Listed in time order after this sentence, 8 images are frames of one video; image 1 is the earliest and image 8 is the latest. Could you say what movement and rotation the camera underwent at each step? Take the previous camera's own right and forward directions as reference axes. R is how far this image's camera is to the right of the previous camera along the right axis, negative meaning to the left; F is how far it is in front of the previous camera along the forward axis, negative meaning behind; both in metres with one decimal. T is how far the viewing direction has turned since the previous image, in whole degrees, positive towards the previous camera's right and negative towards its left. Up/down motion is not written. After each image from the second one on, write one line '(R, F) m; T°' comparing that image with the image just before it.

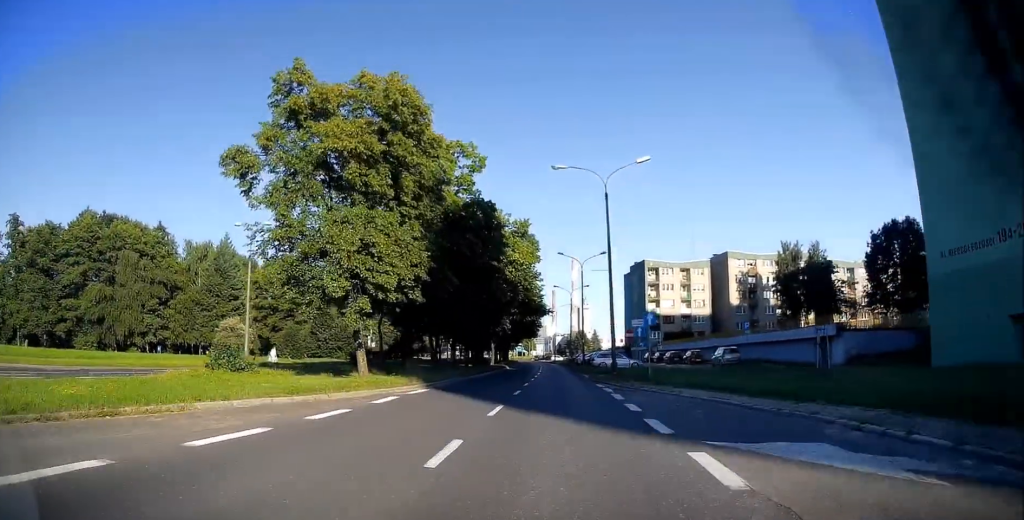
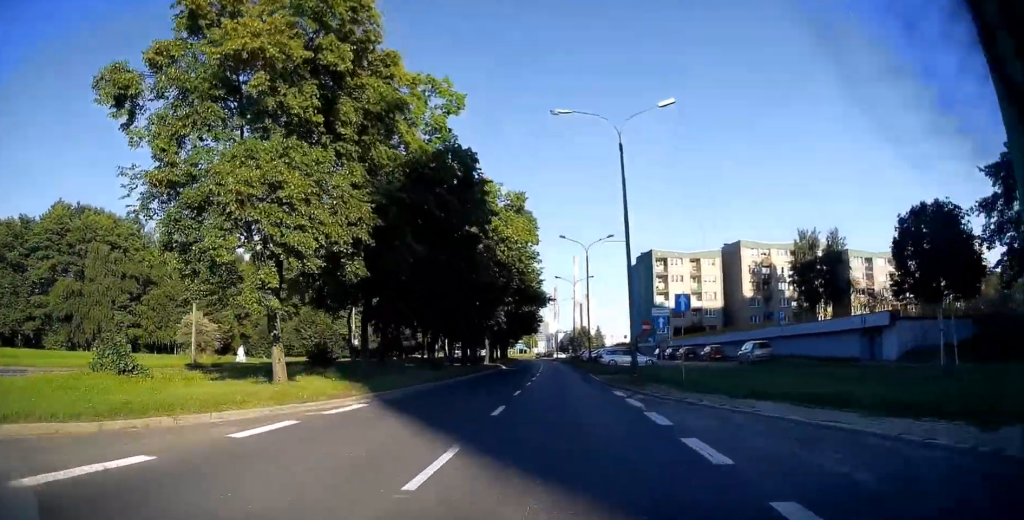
(0.0, +6.5) m; 0°
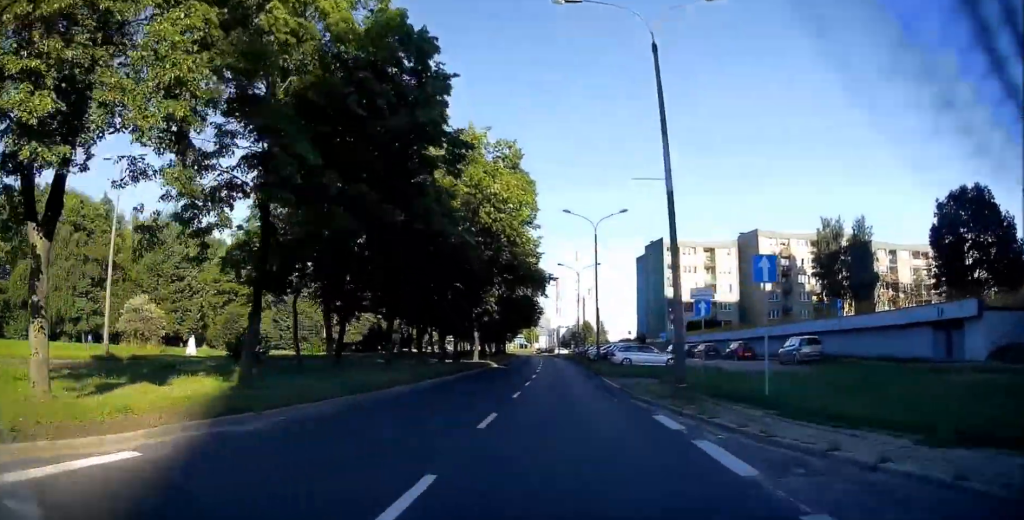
(0.0, +7.4) m; 0°
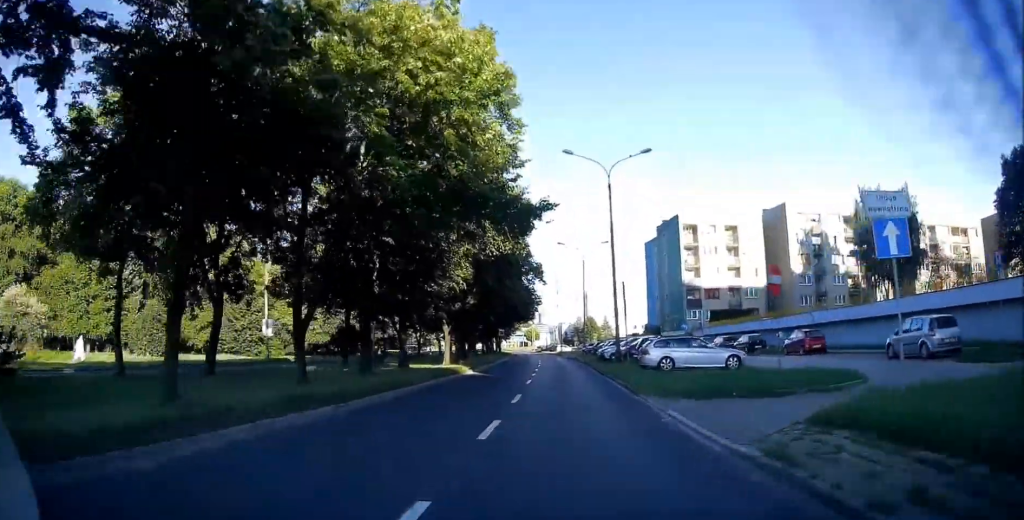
(0.0, +11.9) m; 0°
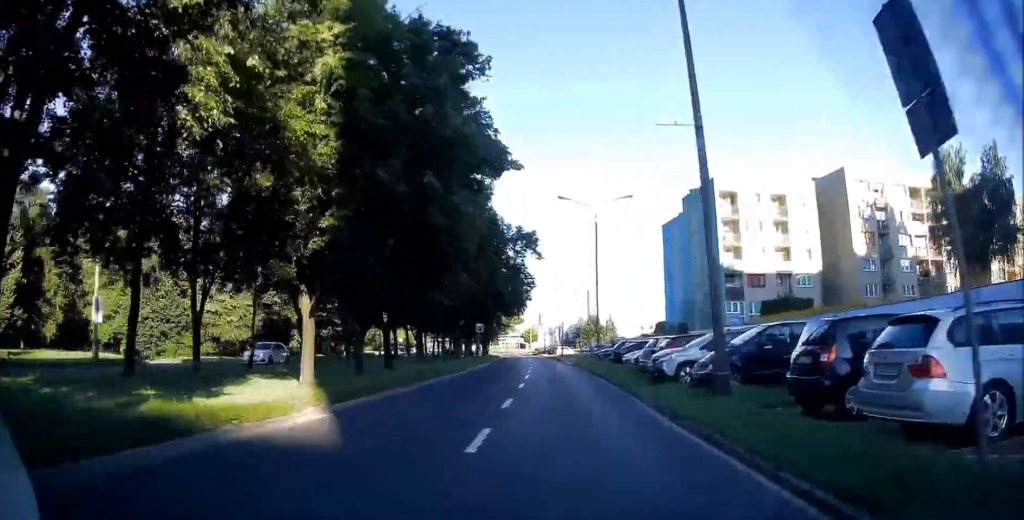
(-0.2, +19.1) m; -1°
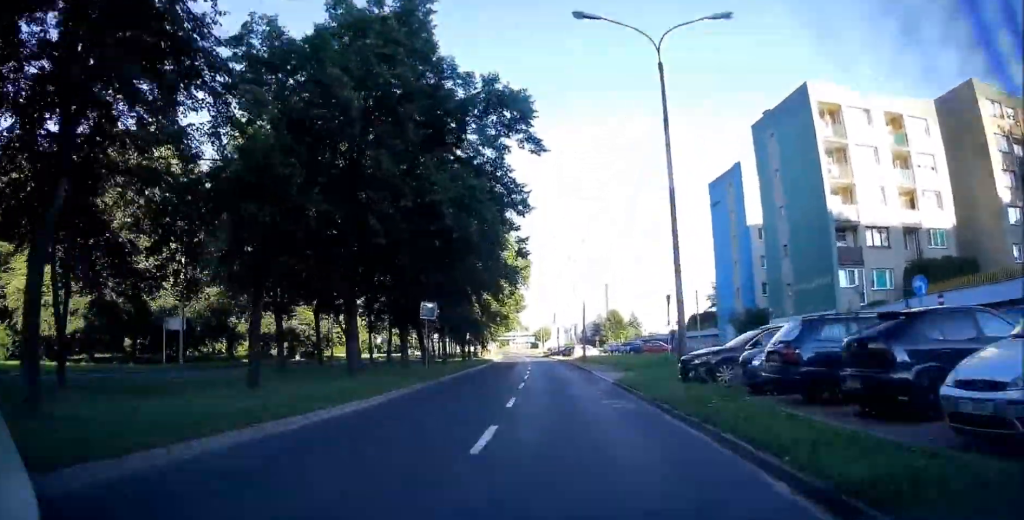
(0.0, +27.0) m; -1°
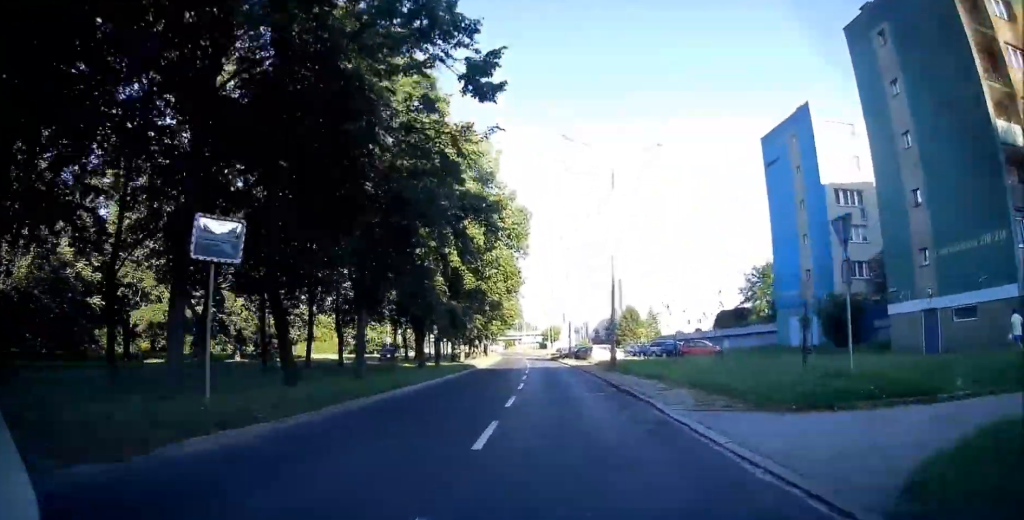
(-0.3, +19.0) m; -1°
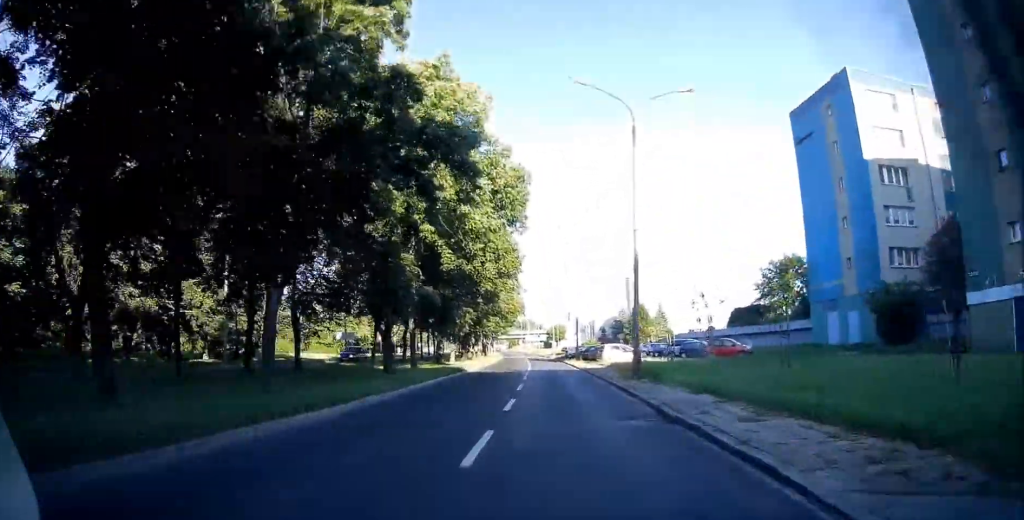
(0.0, +6.5) m; 0°
